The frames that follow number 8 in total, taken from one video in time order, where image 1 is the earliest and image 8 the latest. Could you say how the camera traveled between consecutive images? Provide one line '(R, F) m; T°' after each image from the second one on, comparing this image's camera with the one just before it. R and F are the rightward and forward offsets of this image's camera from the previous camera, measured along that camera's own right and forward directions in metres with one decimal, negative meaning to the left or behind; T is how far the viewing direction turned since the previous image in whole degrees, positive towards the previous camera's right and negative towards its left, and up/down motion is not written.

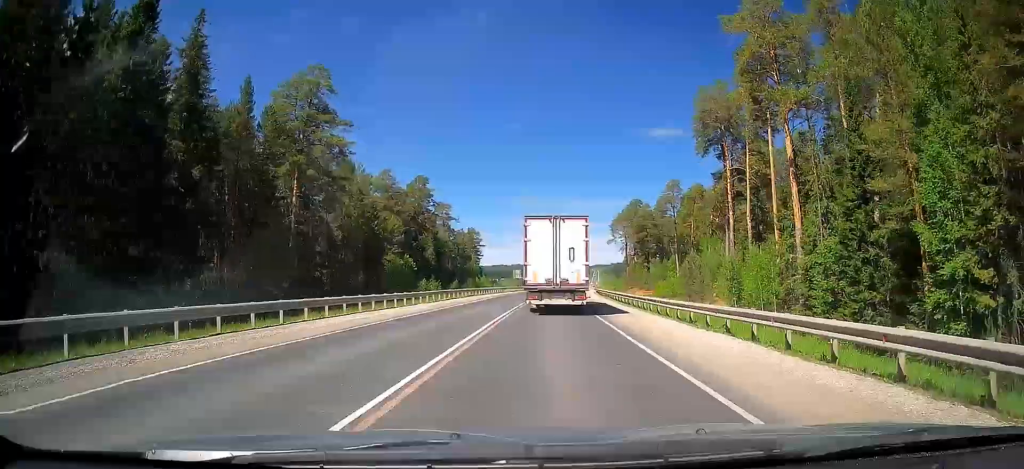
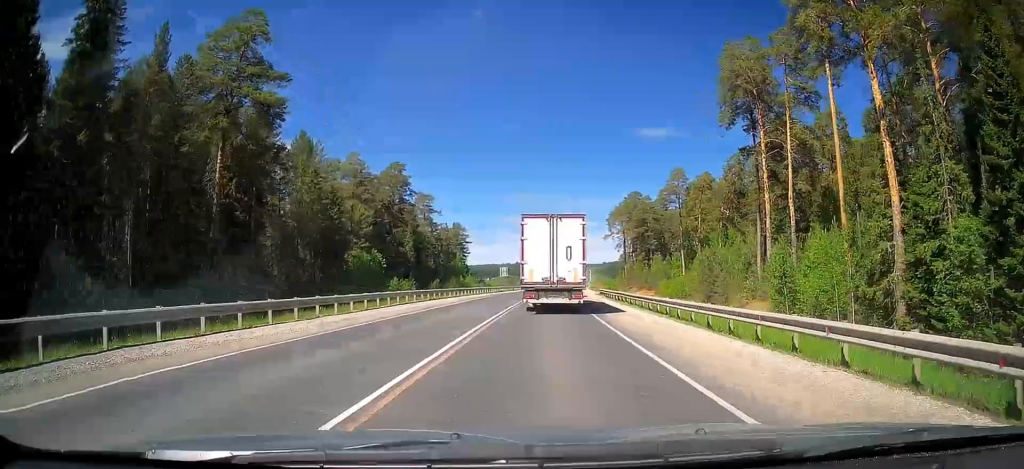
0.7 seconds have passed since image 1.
(+0.2, +14.5) m; +1°
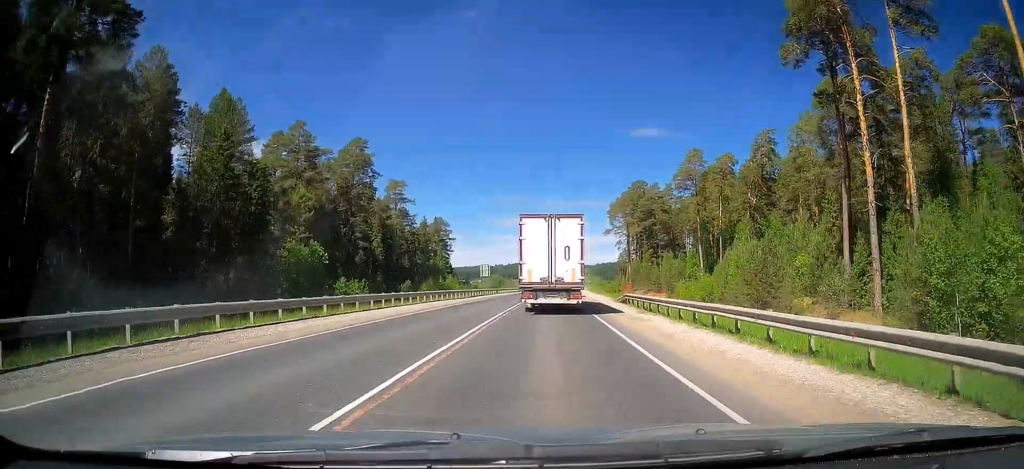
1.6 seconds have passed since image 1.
(+0.2, +21.0) m; +1°
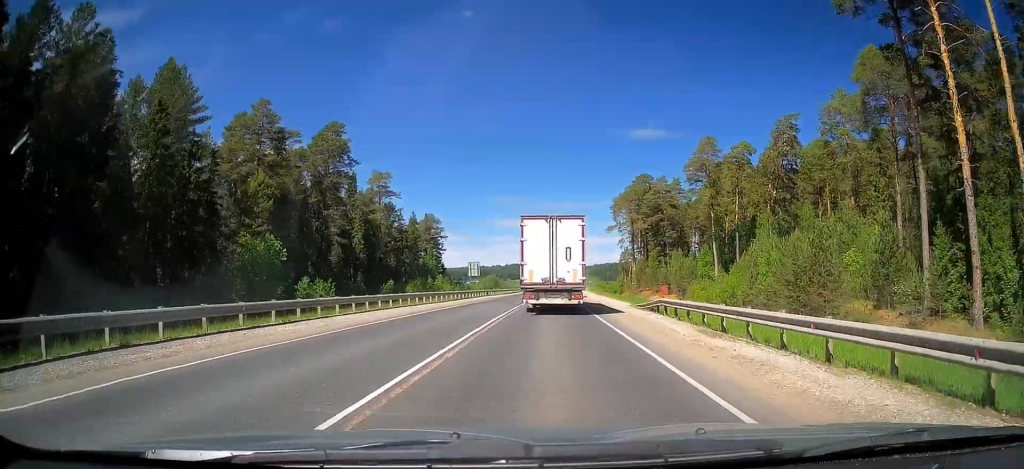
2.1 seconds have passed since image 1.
(+0.1, +10.8) m; 0°
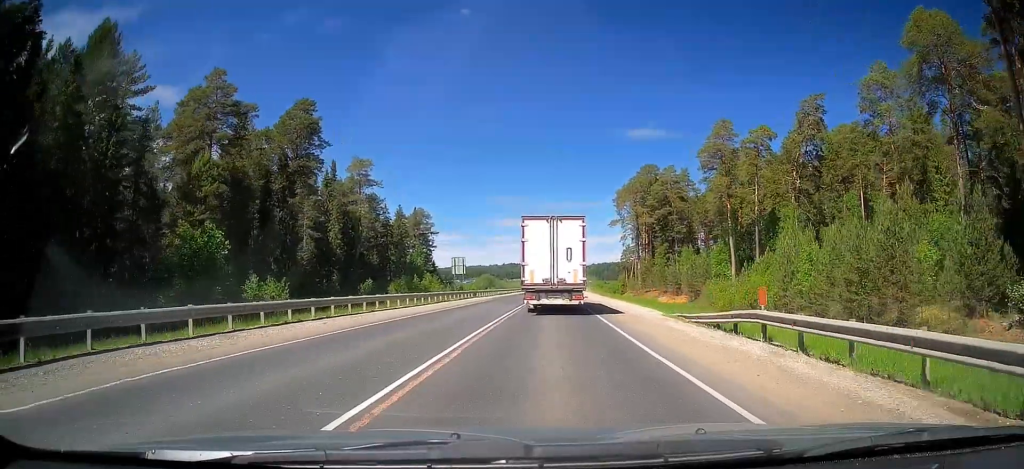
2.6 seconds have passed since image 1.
(0.0, +10.8) m; +1°
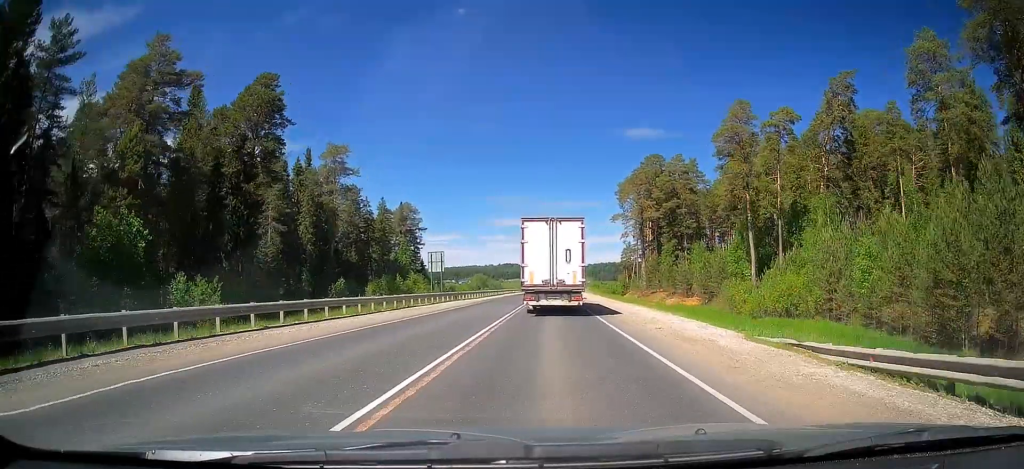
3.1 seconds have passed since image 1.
(-0.1, +10.7) m; +1°
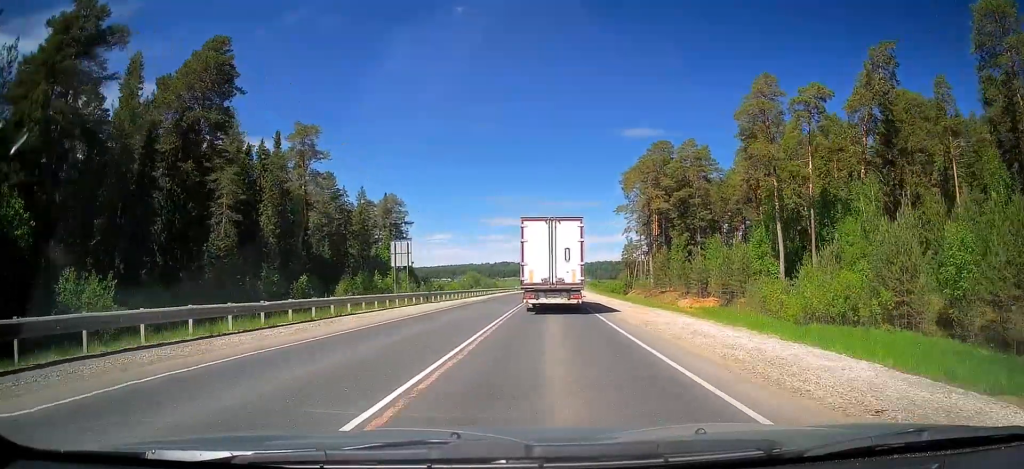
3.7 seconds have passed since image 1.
(+0.1, +11.5) m; +1°
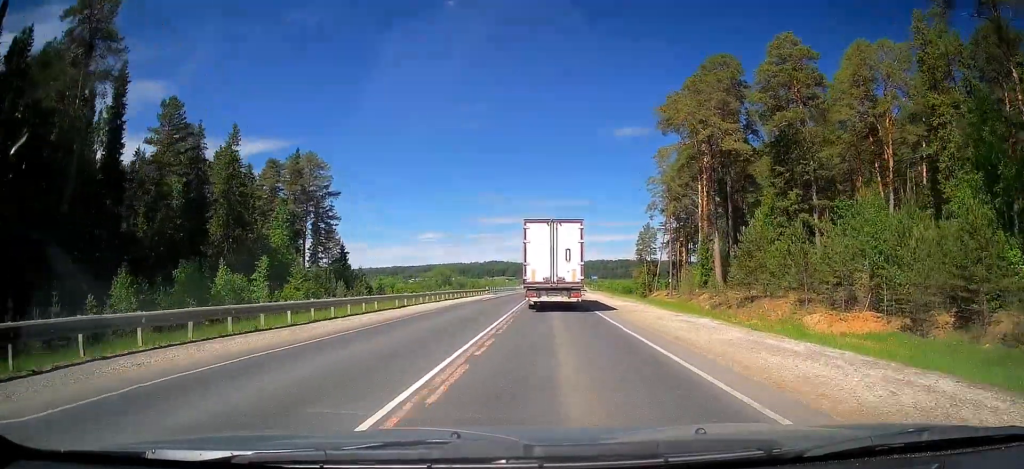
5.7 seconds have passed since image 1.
(+0.4, +44.4) m; +1°
